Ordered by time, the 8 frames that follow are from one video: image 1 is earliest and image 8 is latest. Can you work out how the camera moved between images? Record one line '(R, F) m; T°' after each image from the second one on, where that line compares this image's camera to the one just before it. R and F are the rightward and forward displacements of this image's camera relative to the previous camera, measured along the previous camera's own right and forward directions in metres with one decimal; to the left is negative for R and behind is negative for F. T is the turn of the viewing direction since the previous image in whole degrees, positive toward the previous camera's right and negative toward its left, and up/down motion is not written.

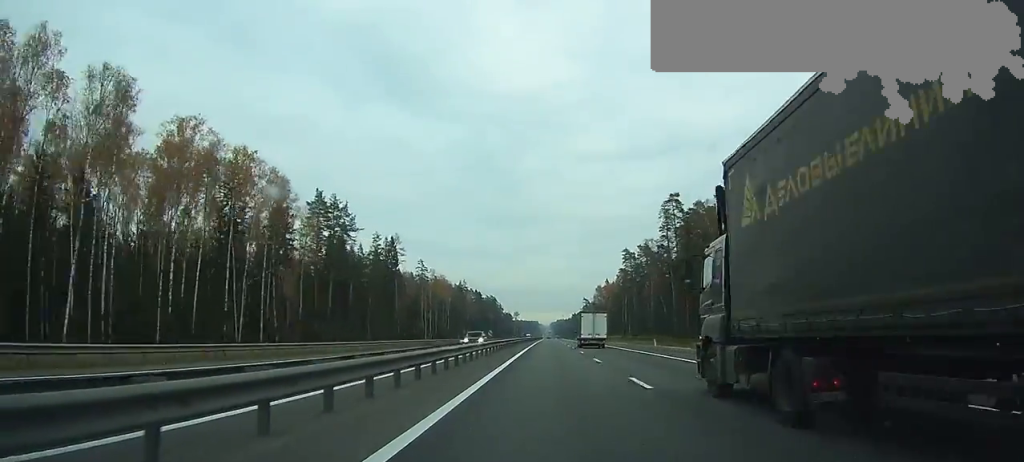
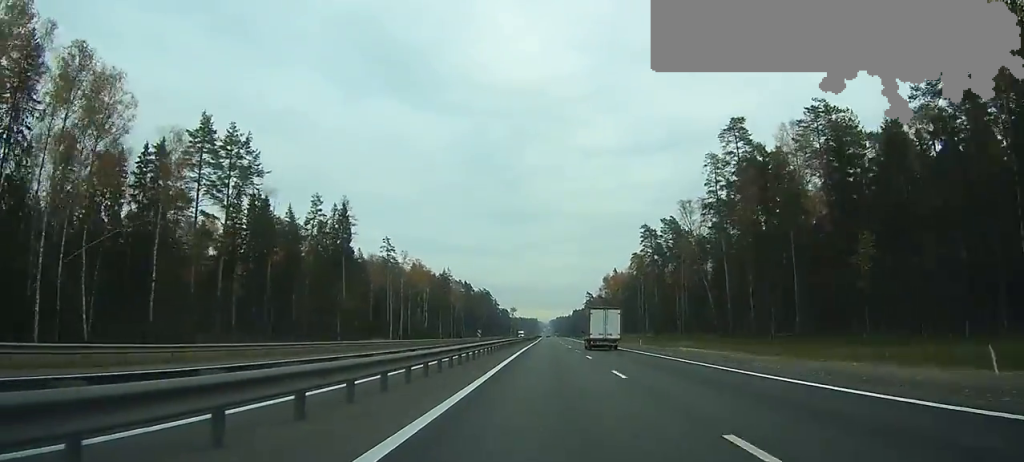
(0.0, +42.6) m; 0°
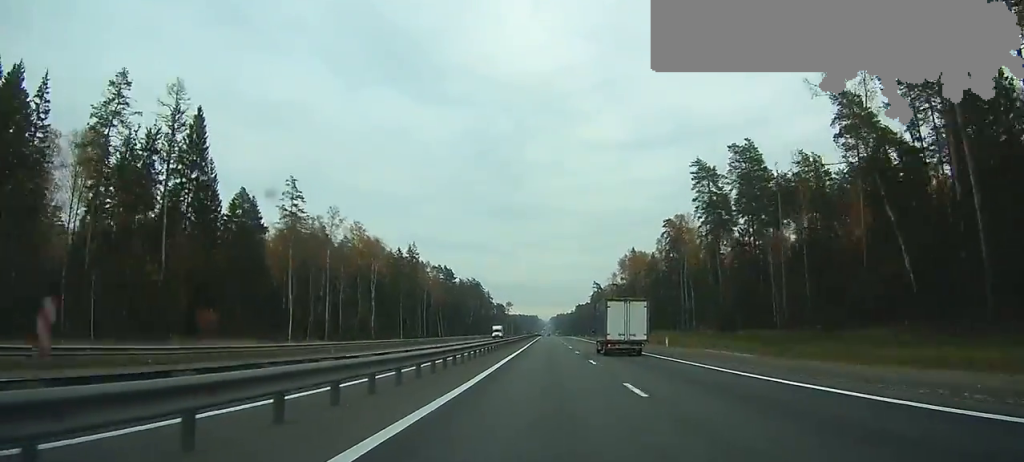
(-0.1, +66.6) m; 0°
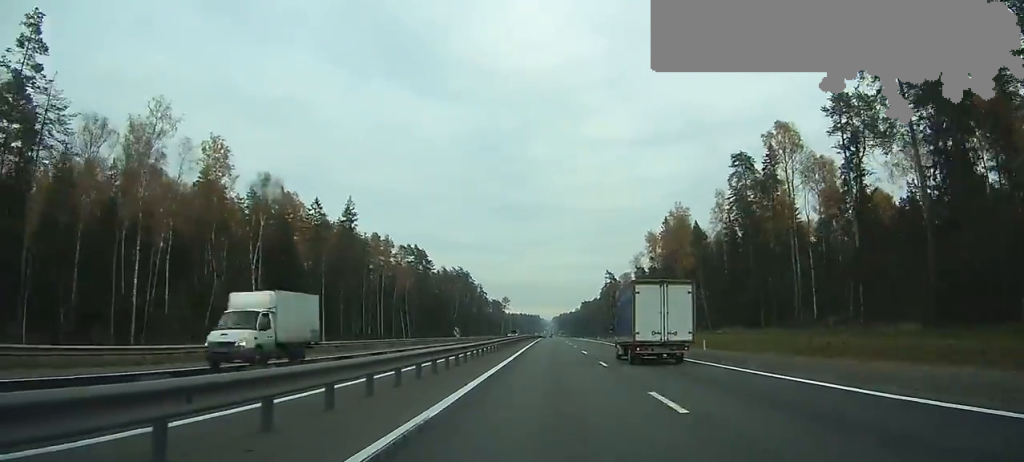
(0.0, +68.2) m; 0°
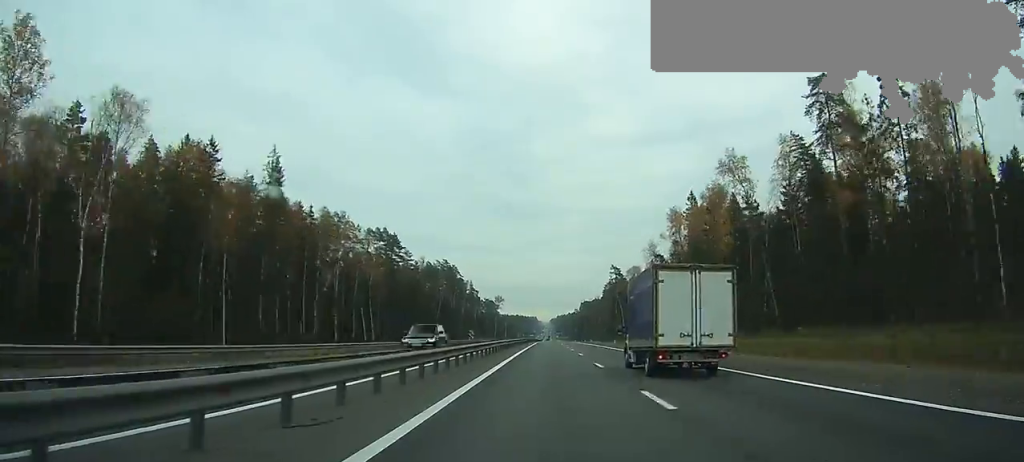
(+0.1, +37.9) m; 0°
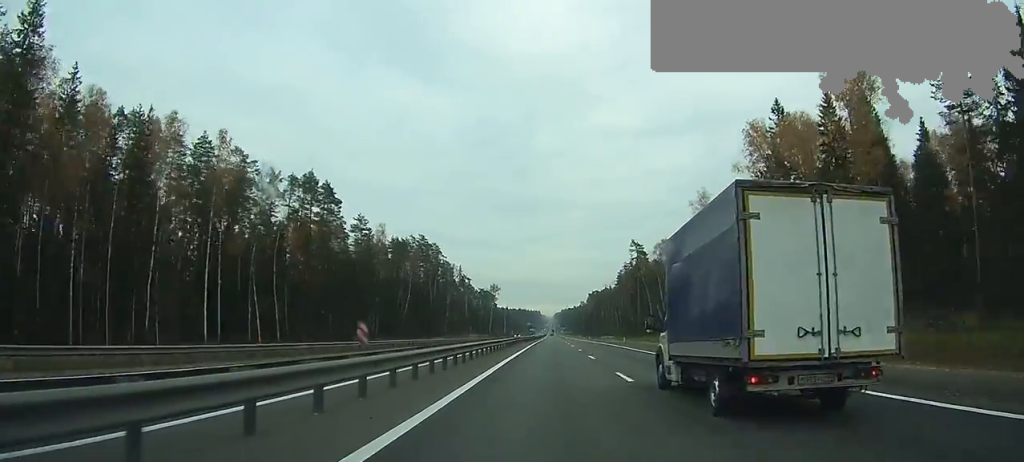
(+0.1, +58.3) m; 0°
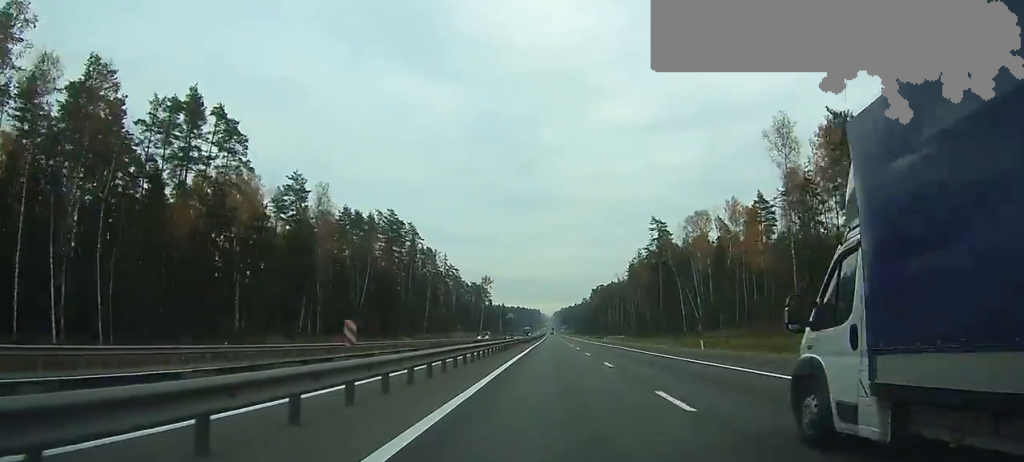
(0.0, +43.1) m; 0°
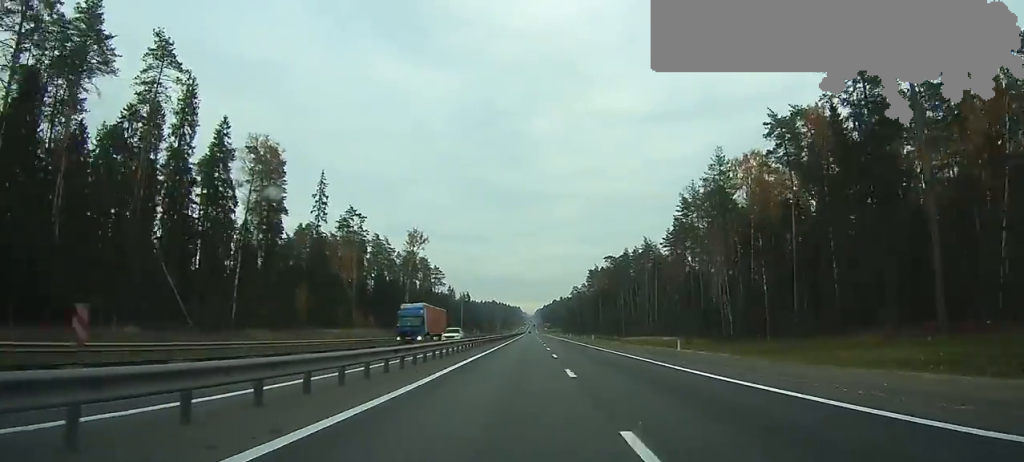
(+0.5, +124.7) m; +1°
